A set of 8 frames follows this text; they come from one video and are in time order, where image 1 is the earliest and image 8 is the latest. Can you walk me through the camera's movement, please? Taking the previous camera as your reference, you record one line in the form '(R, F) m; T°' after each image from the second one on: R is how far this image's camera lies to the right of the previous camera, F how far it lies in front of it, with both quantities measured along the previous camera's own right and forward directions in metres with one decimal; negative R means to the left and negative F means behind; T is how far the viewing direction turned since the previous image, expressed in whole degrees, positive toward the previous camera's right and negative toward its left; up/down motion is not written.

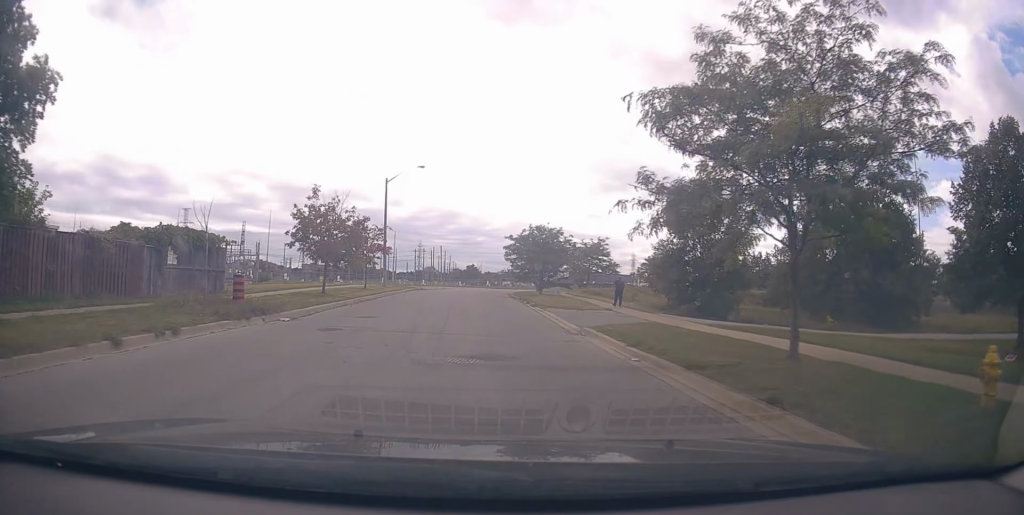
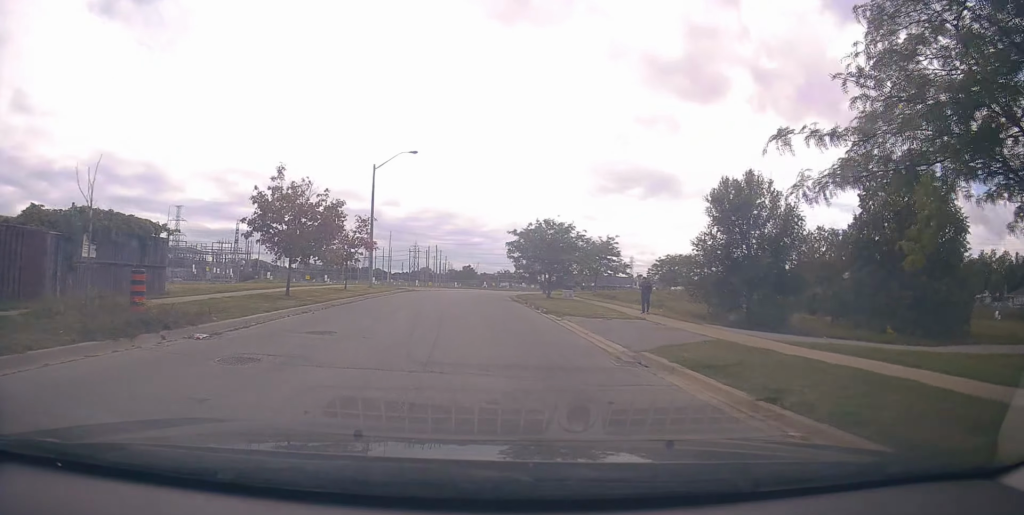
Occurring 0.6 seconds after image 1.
(0.0, +5.3) m; 0°
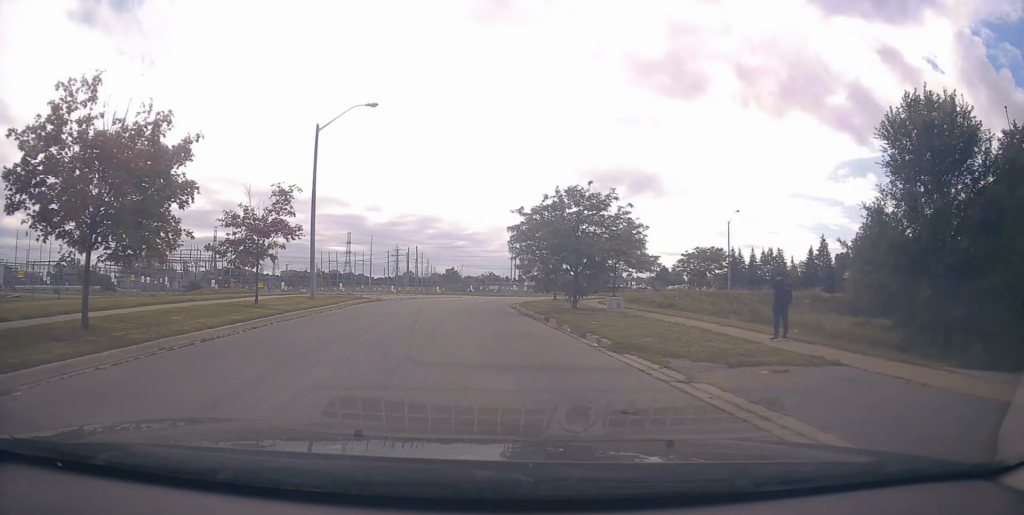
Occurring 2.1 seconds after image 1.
(0.0, +12.5) m; +2°
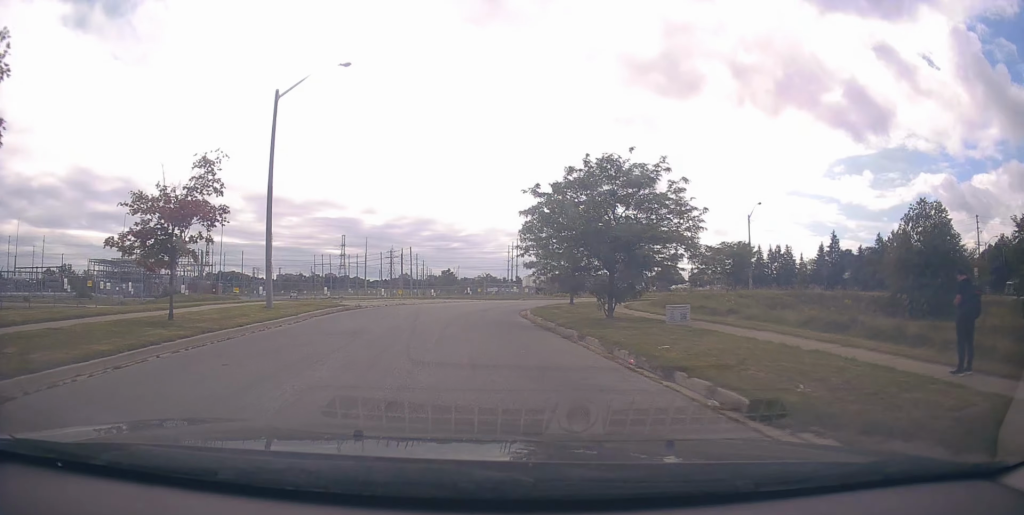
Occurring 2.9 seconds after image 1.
(+0.2, +6.6) m; +1°
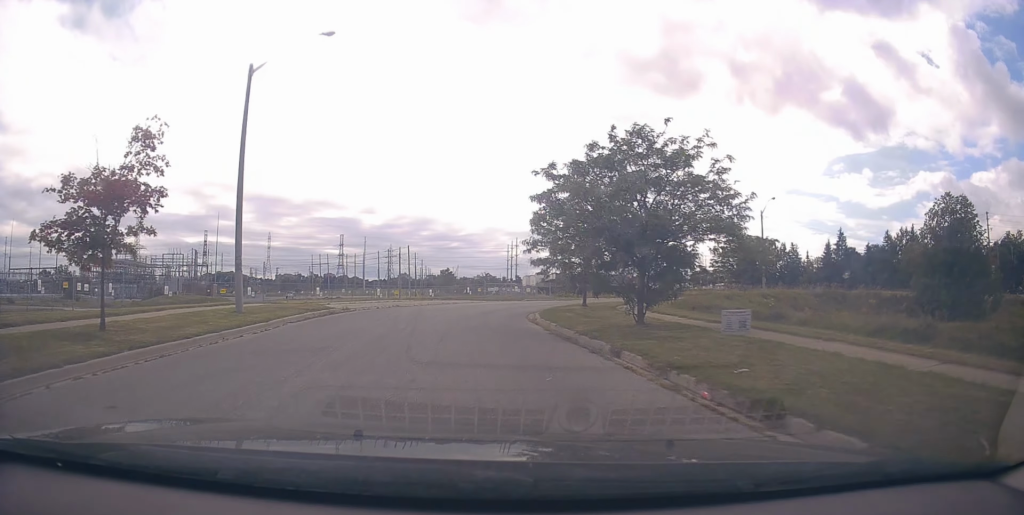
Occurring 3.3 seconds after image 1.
(0.0, +3.4) m; 0°
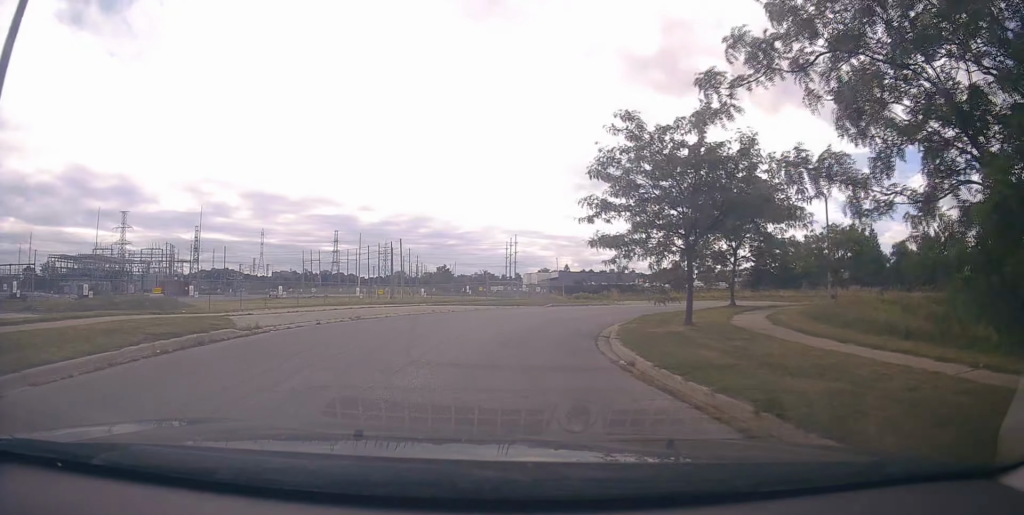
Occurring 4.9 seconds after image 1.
(-0.3, +12.9) m; -2°
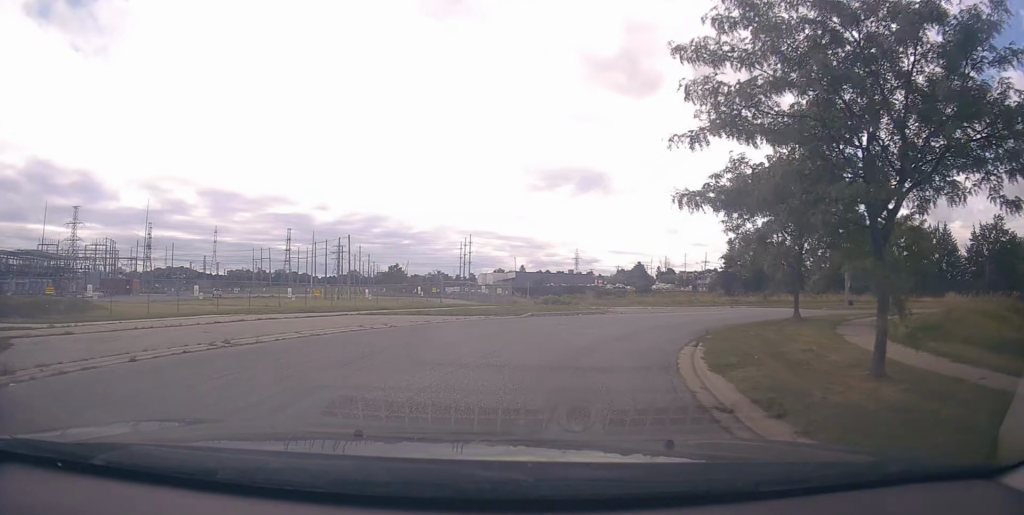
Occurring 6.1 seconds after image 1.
(+0.2, +8.9) m; +5°
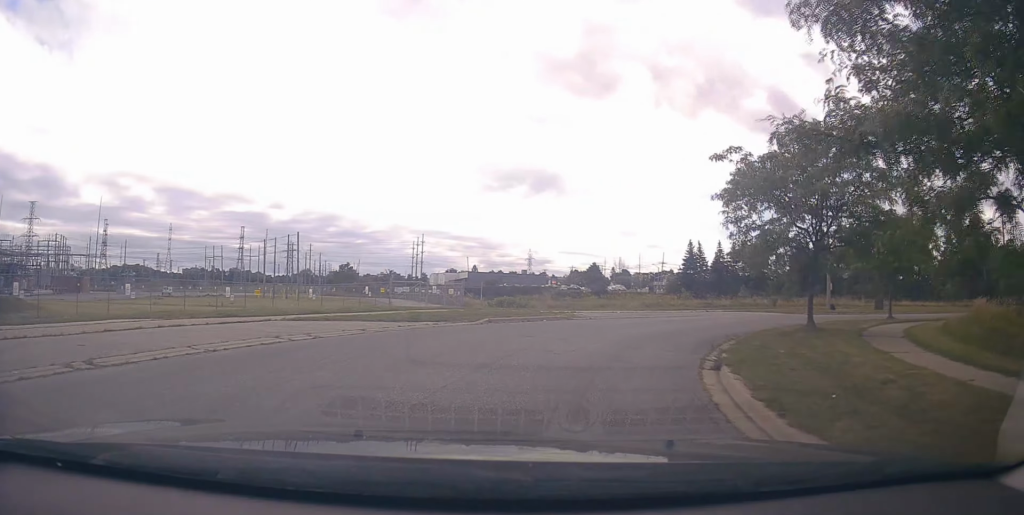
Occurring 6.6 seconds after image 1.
(+0.2, +3.5) m; +3°
